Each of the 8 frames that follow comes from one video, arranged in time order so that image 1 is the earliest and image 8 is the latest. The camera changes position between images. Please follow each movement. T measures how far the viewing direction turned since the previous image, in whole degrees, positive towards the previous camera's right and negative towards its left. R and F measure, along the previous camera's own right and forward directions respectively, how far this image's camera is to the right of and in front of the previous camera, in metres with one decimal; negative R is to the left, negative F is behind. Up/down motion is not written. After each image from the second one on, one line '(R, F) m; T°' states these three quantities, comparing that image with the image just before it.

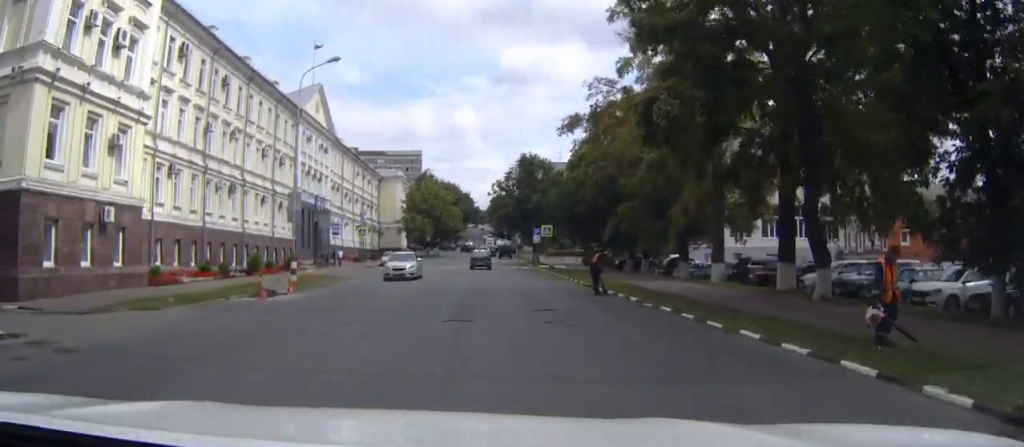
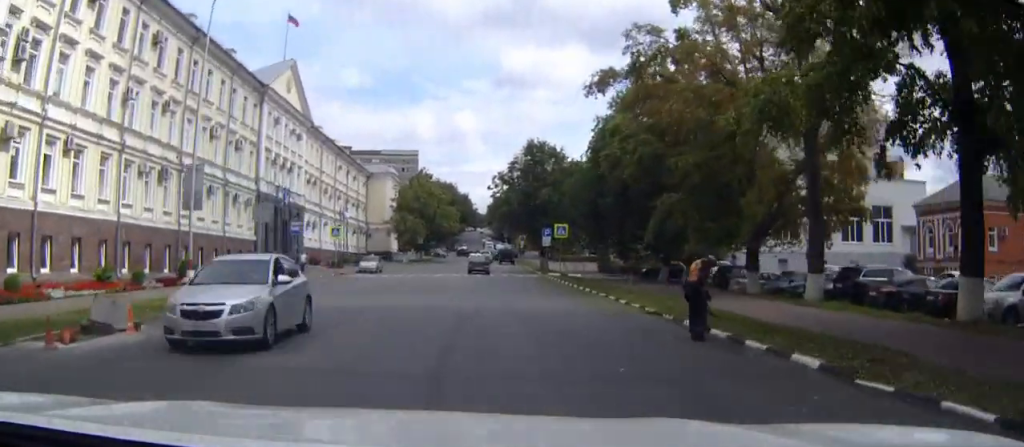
(+0.4, +12.0) m; +2°
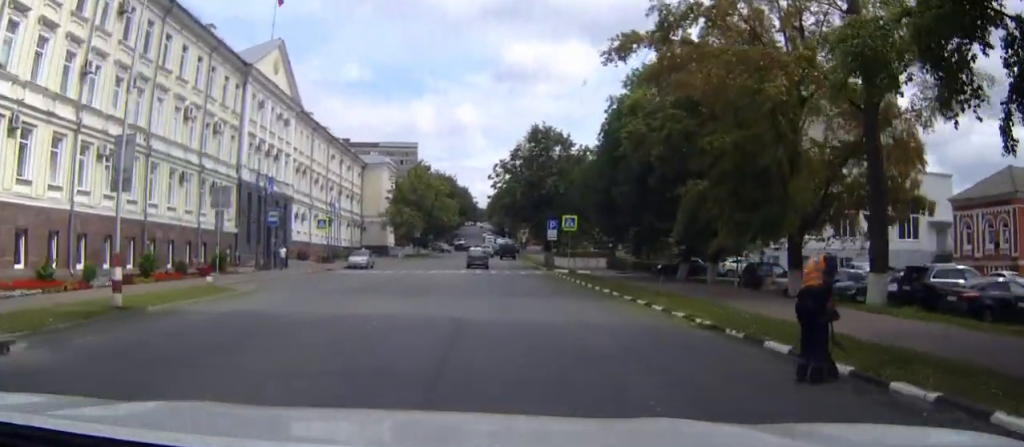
(0.0, +4.9) m; 0°
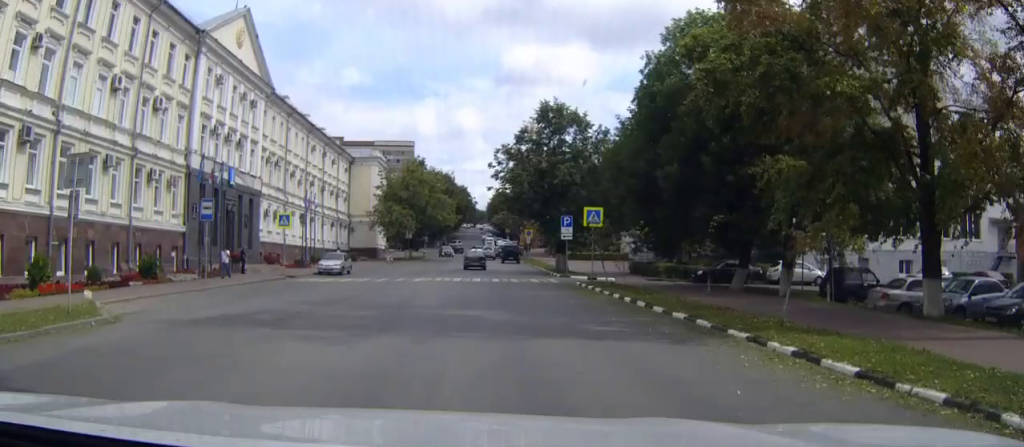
(0.0, +9.8) m; -2°
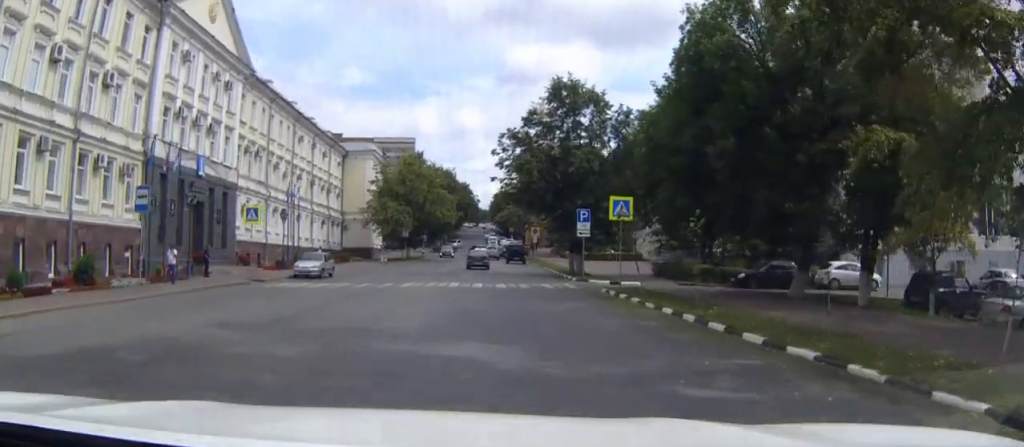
(-0.1, +6.4) m; -1°
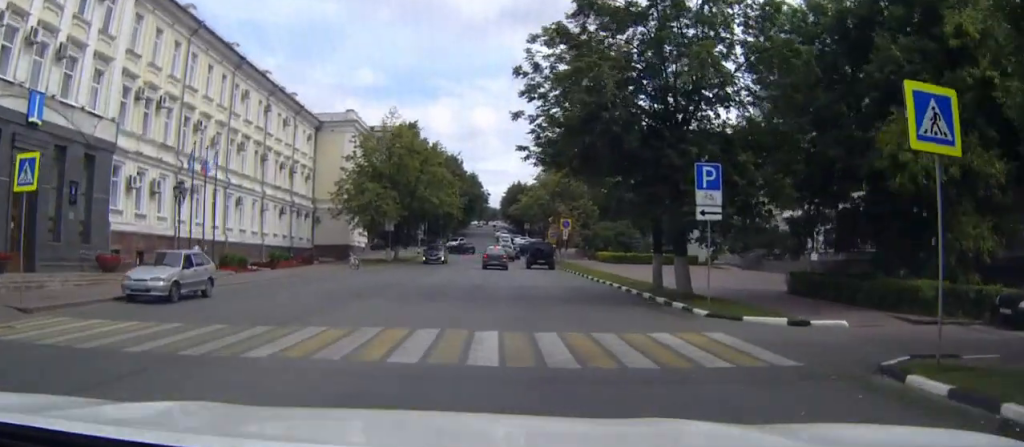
(-0.6, +20.4) m; -2°
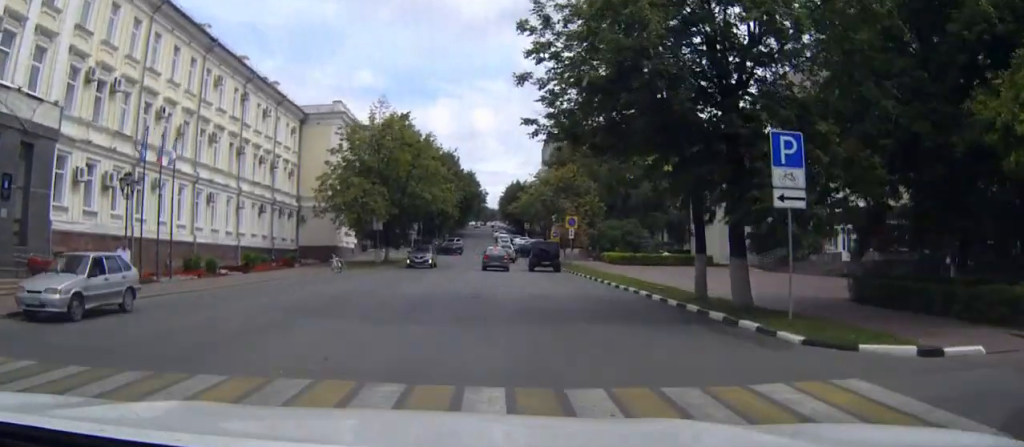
(0.0, +5.4) m; 0°
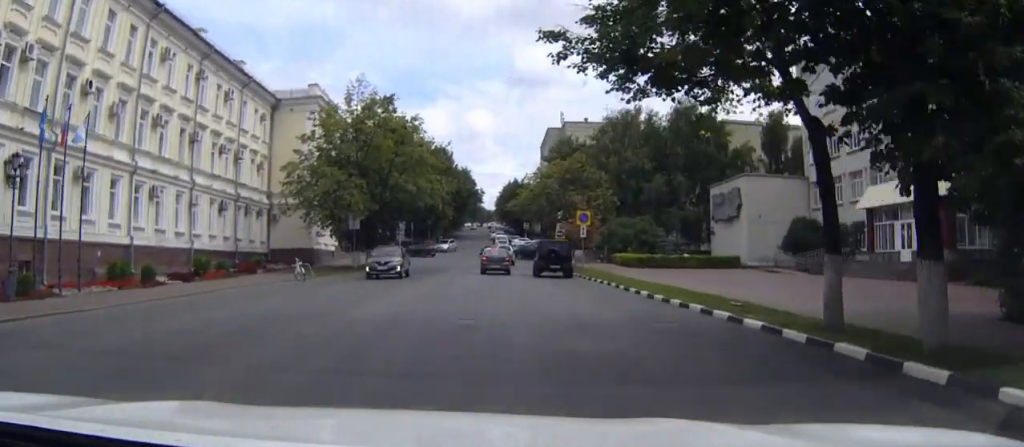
(0.0, +8.3) m; +1°
